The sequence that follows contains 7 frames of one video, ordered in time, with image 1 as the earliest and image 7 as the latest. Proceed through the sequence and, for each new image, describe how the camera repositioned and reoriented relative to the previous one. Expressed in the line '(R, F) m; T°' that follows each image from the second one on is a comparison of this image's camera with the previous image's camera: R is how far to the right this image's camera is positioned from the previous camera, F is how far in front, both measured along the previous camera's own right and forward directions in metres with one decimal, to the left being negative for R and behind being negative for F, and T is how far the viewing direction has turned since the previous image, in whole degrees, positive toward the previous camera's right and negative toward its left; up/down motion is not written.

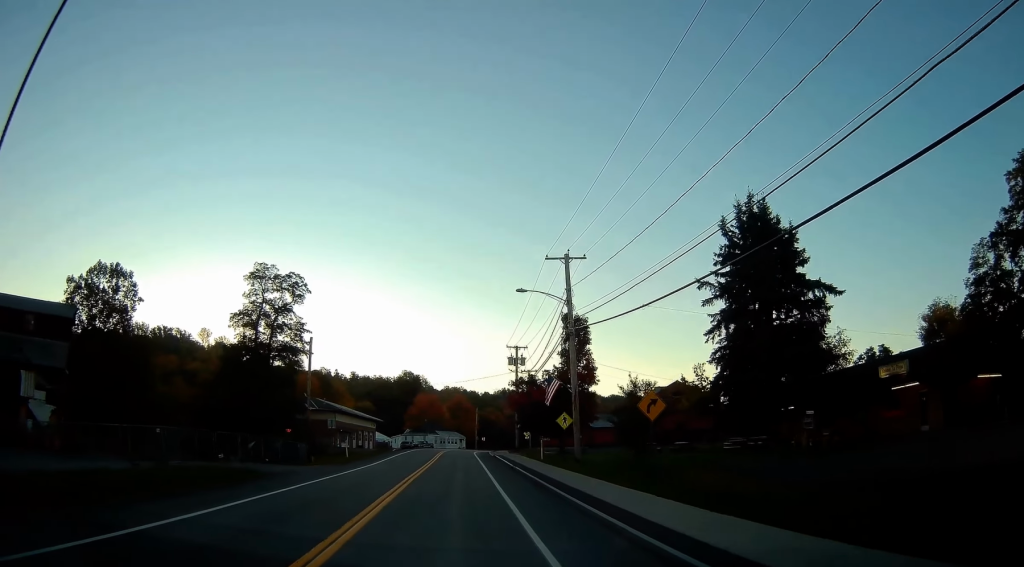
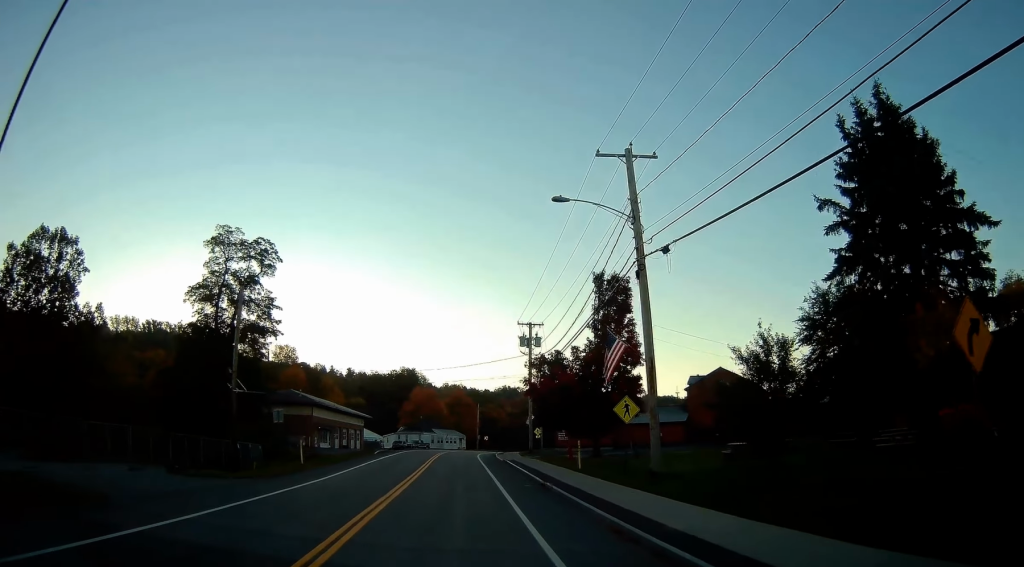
(+0.3, +13.8) m; 0°
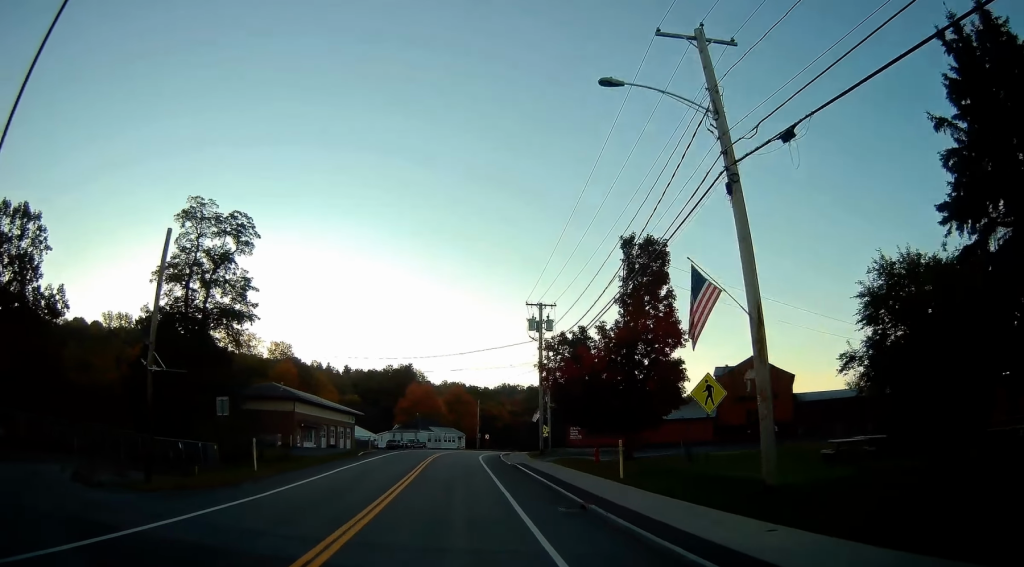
(-0.1, +7.8) m; -1°
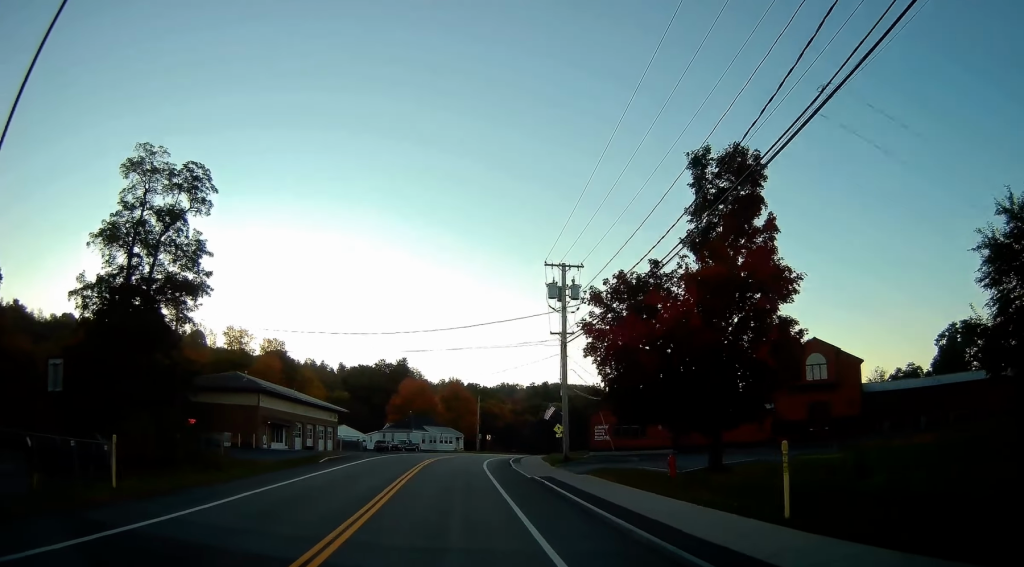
(0.0, +11.9) m; 0°
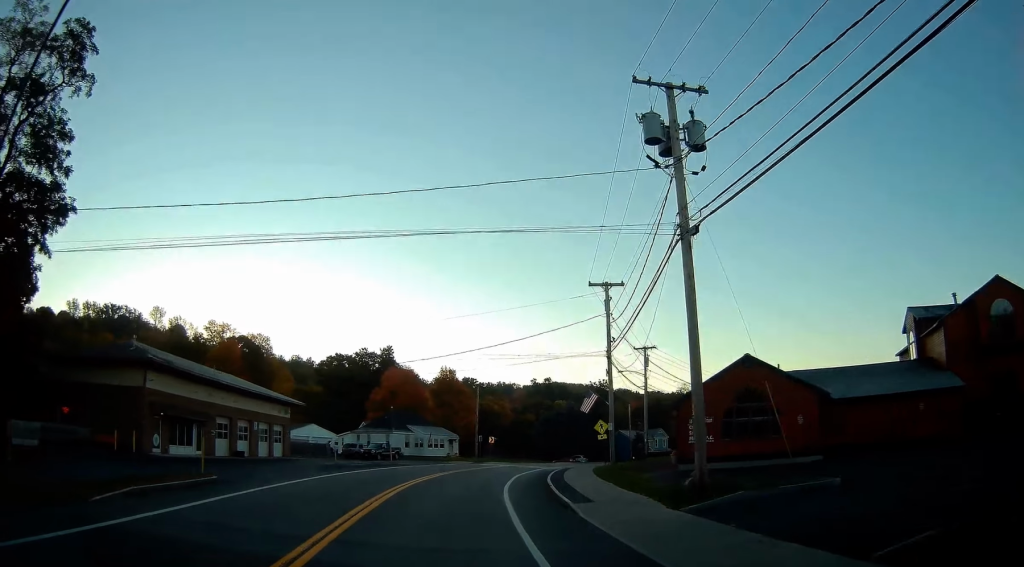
(+0.3, +21.3) m; +2°
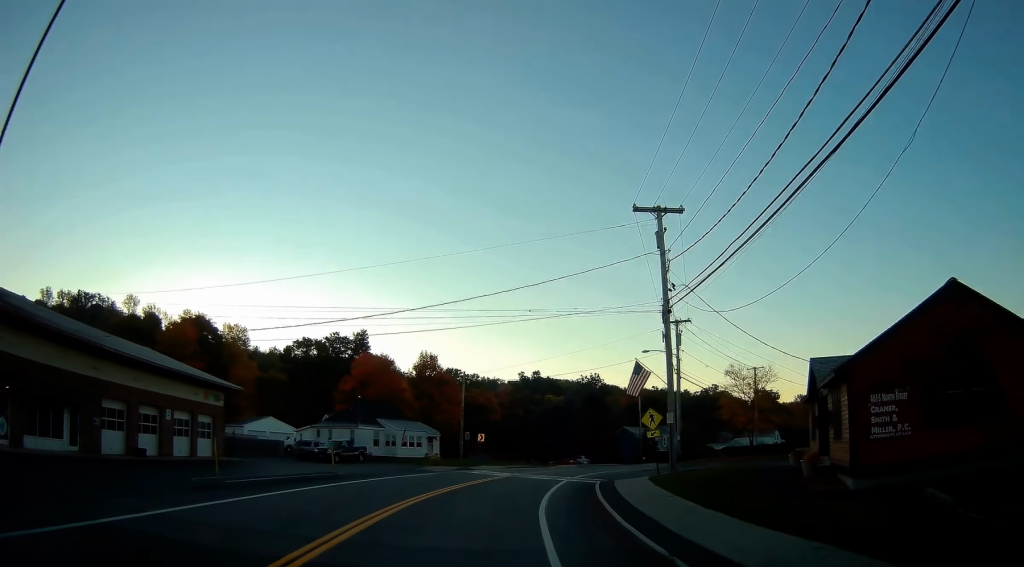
(+0.2, +14.8) m; +1°
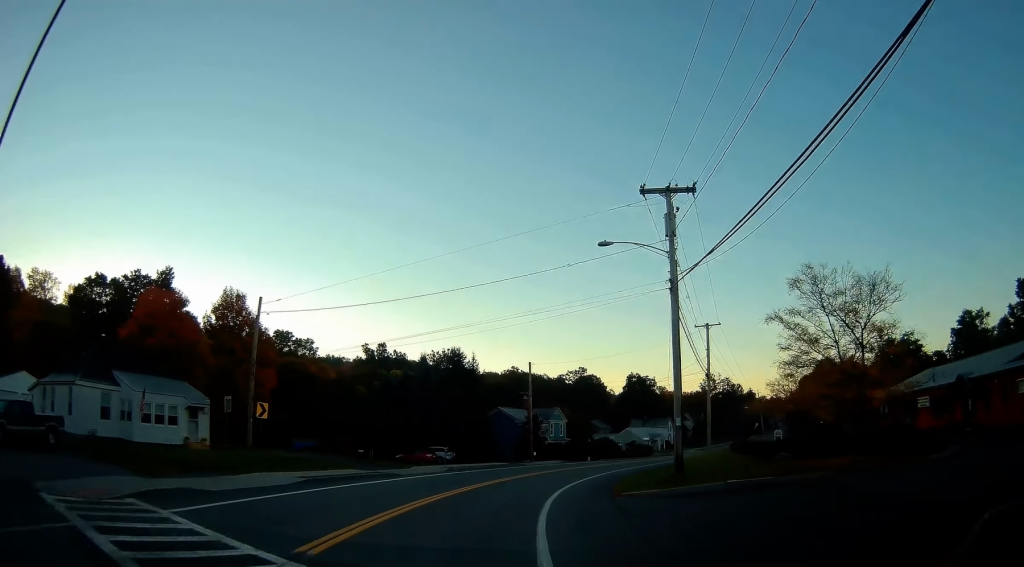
(+2.2, +27.6) m; +12°
